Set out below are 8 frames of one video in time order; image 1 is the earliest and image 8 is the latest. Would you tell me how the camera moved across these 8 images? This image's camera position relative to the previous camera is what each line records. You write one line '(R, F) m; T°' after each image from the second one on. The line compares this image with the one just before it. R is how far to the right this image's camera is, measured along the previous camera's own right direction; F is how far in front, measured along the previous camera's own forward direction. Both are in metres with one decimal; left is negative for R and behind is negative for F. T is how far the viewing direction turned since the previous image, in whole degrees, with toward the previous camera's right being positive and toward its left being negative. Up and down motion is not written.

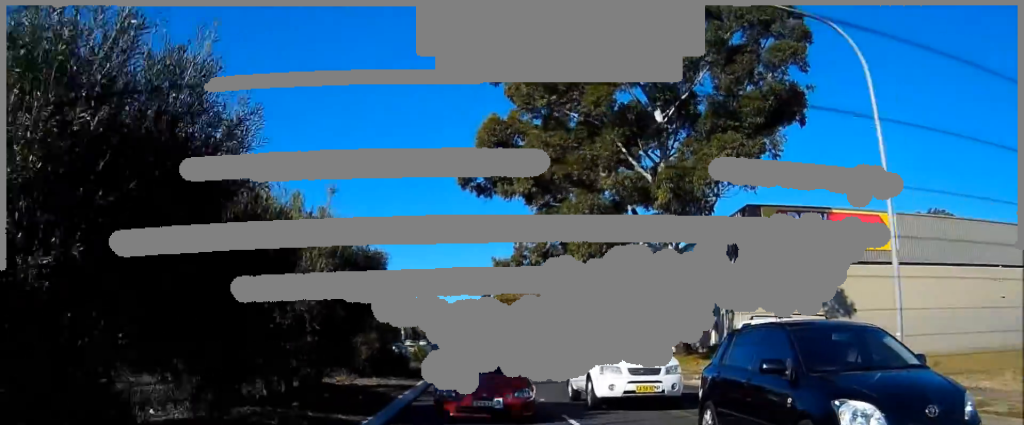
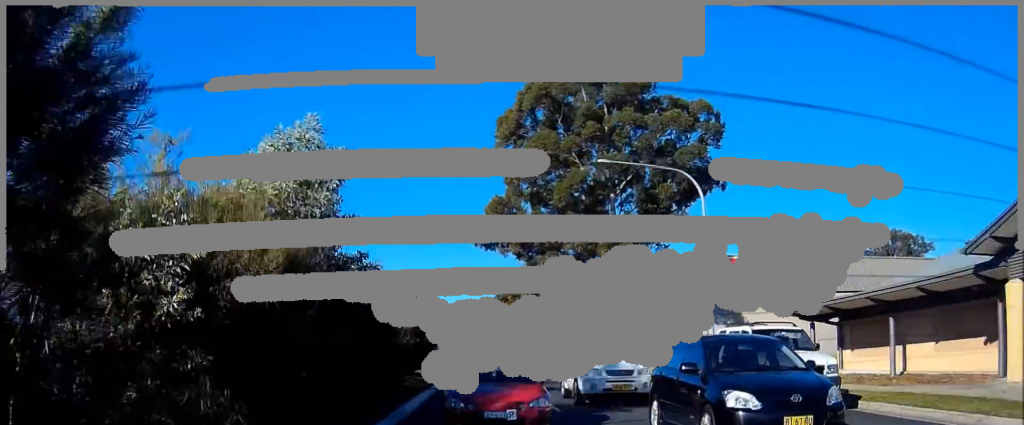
(-0.2, +18.3) m; -1°
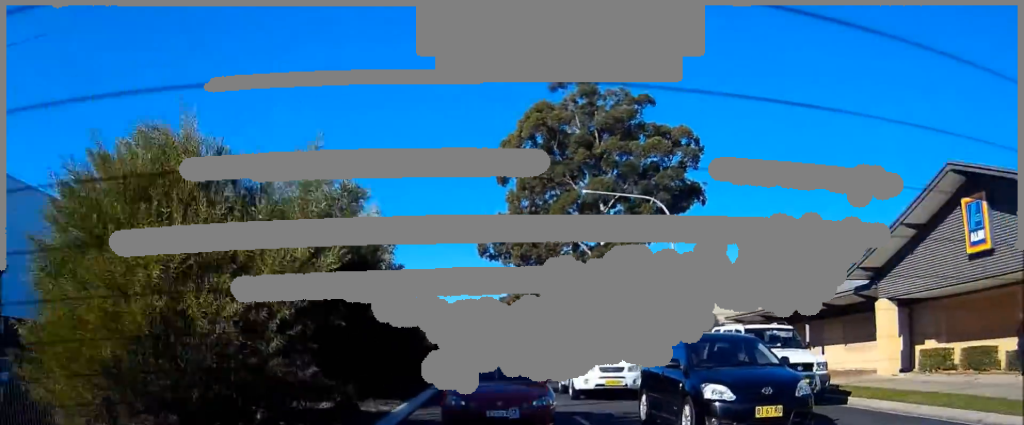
(0.0, +7.6) m; 0°
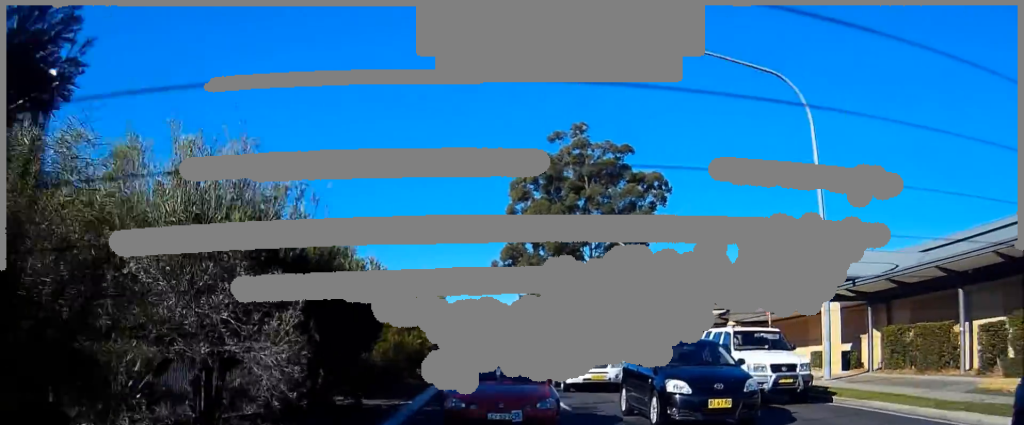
(-0.1, +17.4) m; -1°
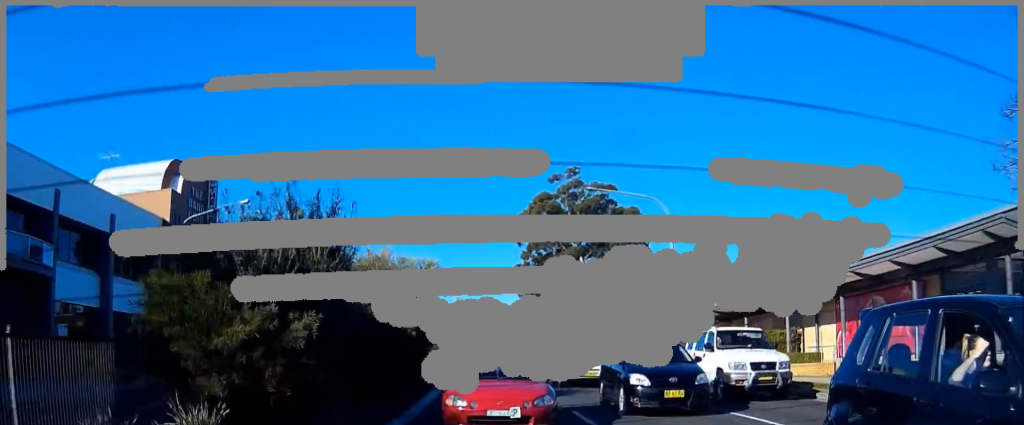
(-0.3, +22.2) m; -2°
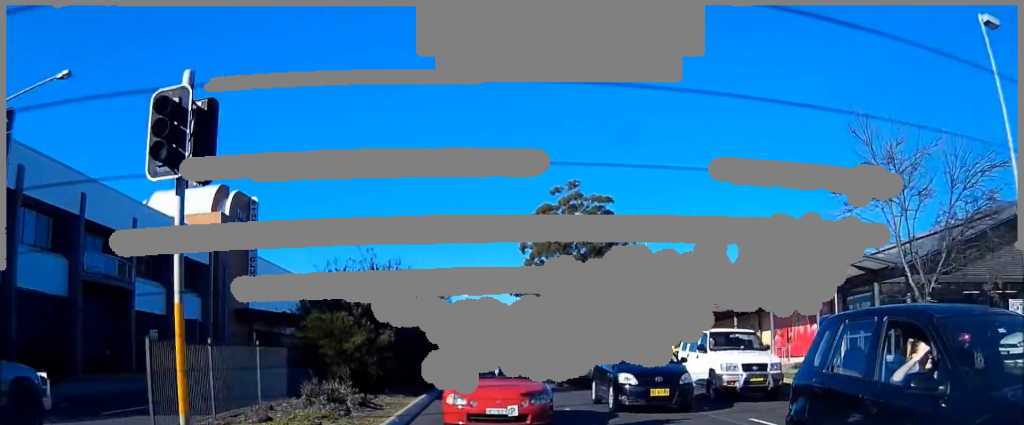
(0.0, +8.7) m; -1°
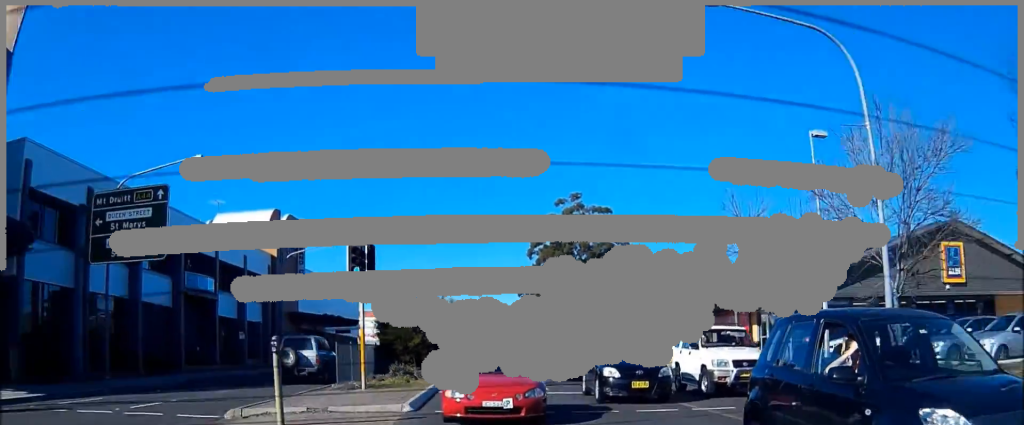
(-0.1, +12.8) m; -1°
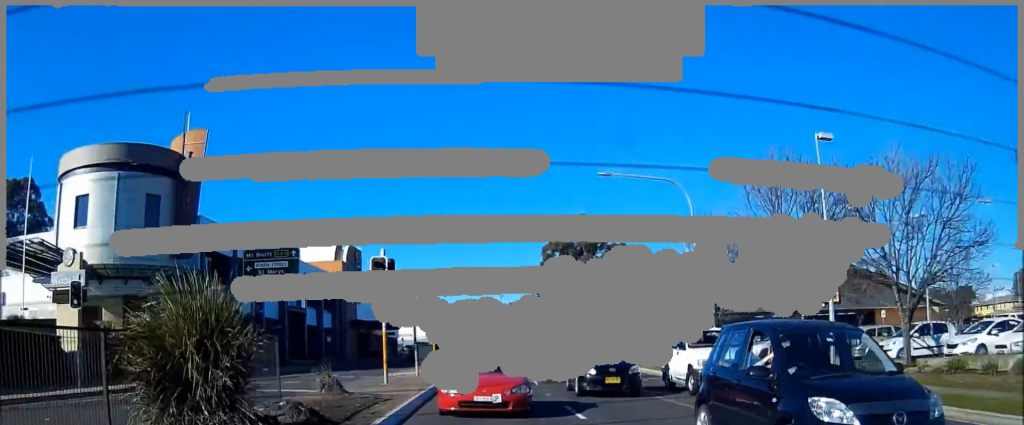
(-0.5, +21.7) m; -2°
